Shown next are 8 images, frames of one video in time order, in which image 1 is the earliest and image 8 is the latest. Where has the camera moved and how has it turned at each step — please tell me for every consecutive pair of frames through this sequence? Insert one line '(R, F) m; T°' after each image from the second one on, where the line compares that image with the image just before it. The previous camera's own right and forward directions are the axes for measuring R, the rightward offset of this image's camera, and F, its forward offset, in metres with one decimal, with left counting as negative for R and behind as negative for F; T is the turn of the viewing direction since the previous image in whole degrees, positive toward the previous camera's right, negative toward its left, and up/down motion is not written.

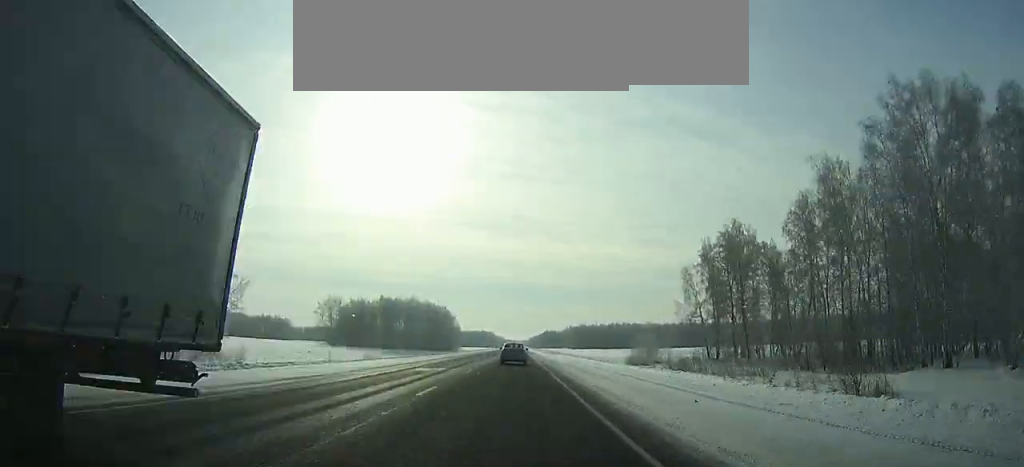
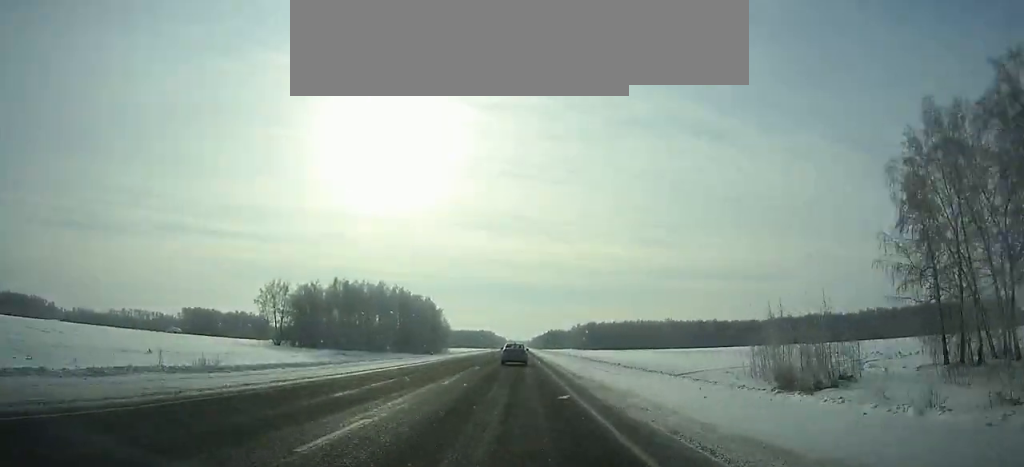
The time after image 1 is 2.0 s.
(+0.1, +56.1) m; 0°
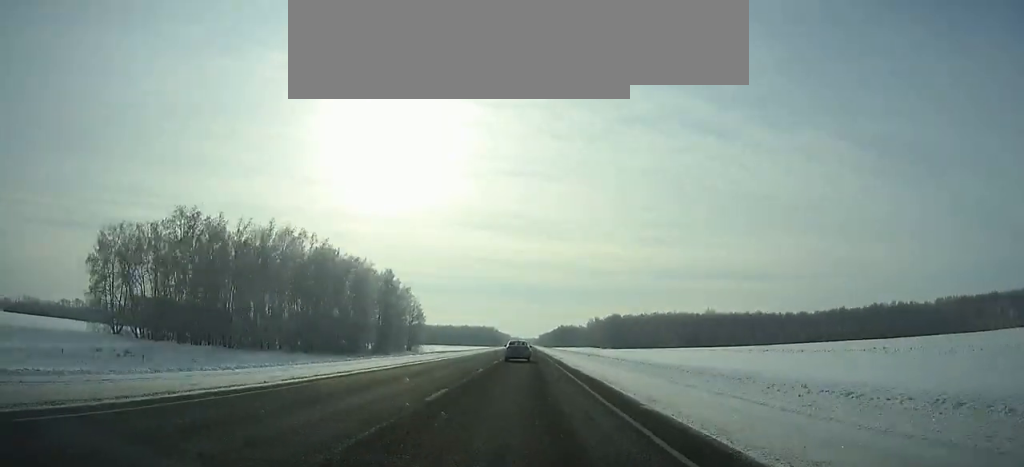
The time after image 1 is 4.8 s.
(0.0, +78.6) m; 0°
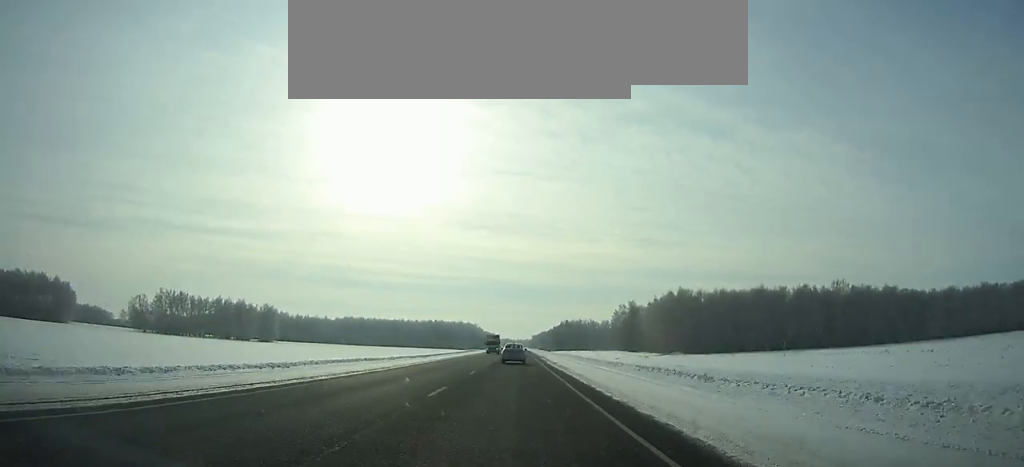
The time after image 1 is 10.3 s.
(-0.3, +156.0) m; 0°
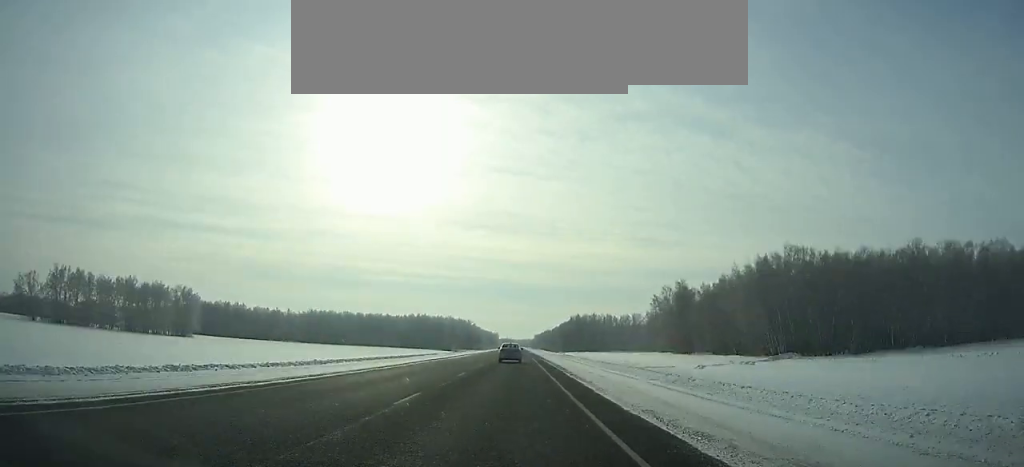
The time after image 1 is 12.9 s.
(+0.1, +75.2) m; 0°
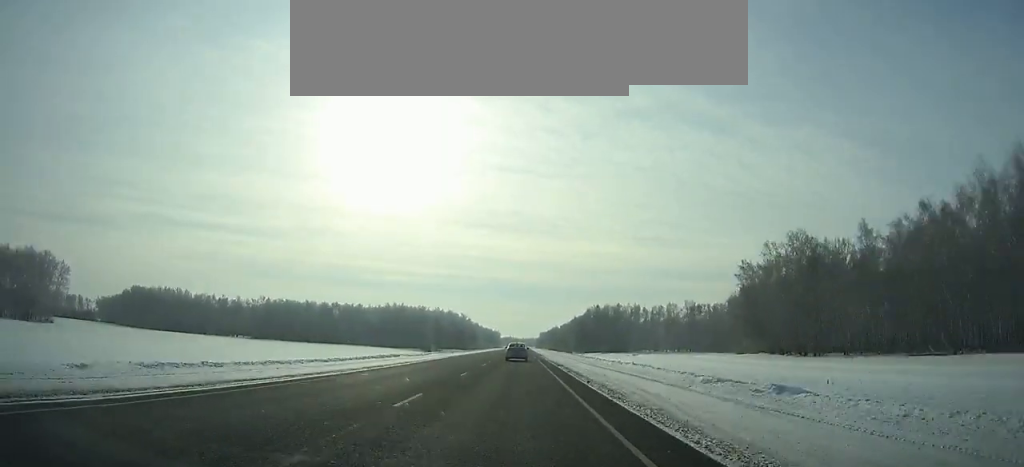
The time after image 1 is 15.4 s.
(0.0, +73.2) m; 0°
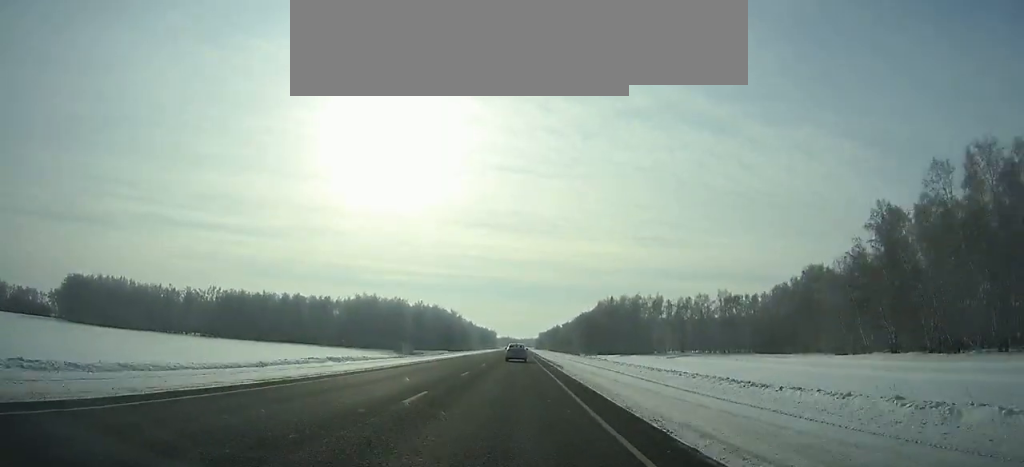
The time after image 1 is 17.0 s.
(0.0, +47.0) m; 0°
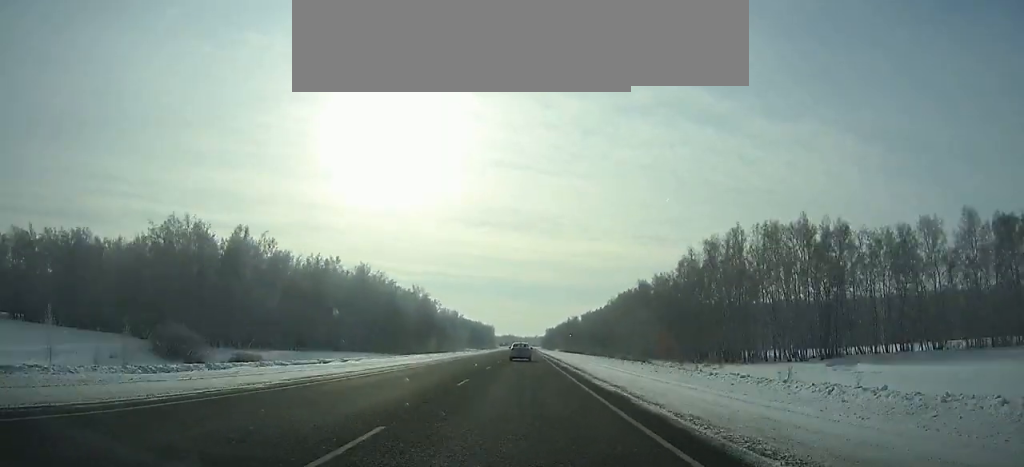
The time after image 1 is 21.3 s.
(-0.1, +126.6) m; 0°
